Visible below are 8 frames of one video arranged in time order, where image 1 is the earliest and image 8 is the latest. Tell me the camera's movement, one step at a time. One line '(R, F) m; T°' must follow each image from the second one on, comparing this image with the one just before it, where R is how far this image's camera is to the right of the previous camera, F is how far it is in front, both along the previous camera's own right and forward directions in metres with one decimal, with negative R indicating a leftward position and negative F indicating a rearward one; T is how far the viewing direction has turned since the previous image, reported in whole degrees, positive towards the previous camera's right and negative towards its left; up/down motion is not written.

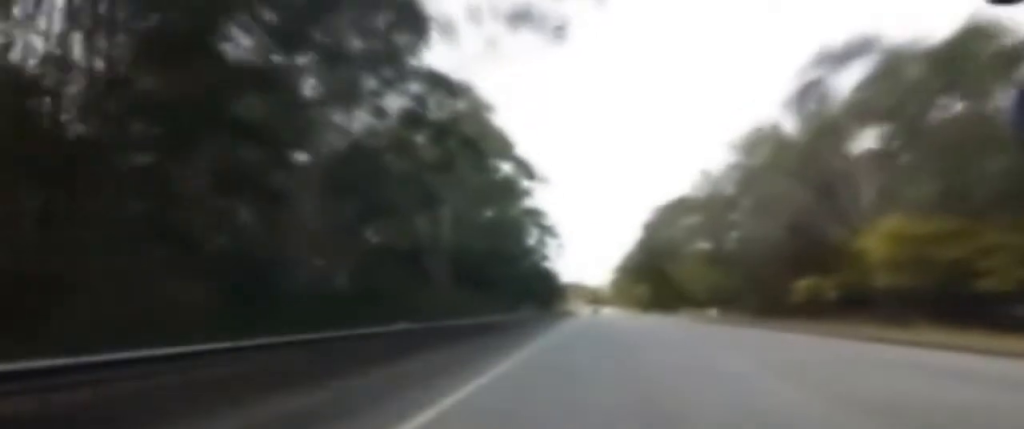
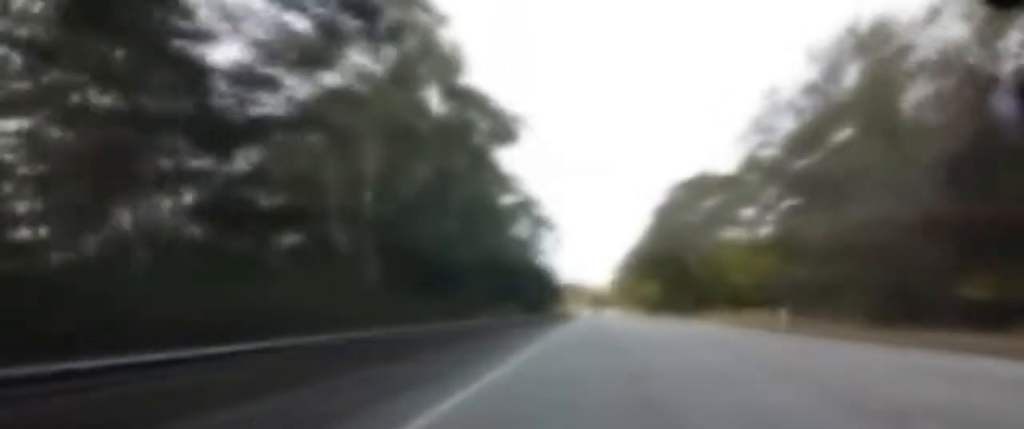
(+0.1, +22.9) m; 0°
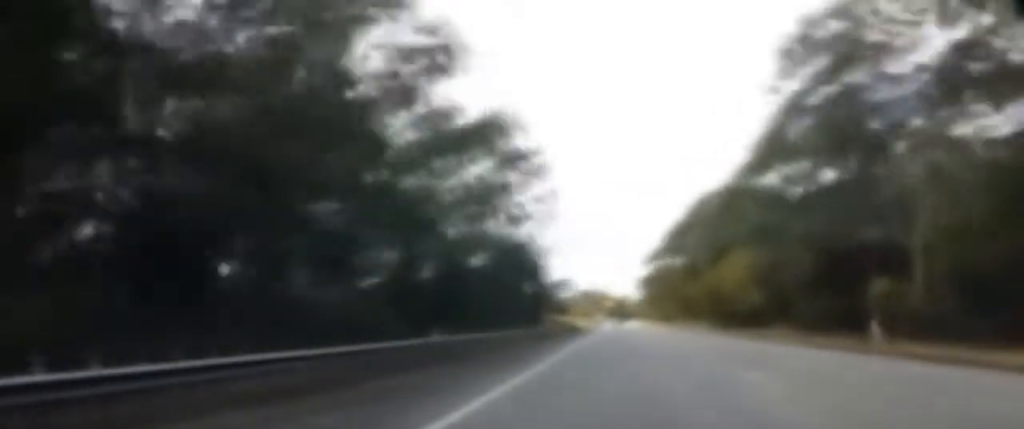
(+0.4, +72.6) m; 0°
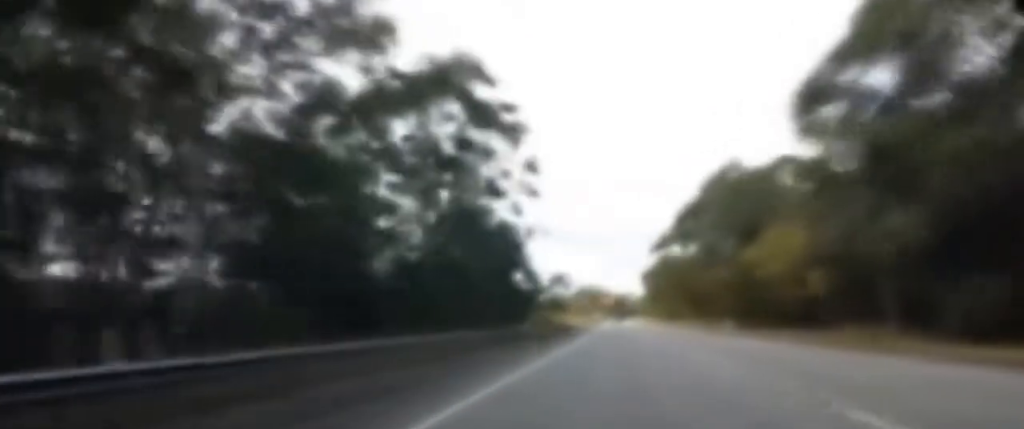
(-0.1, +18.5) m; -1°
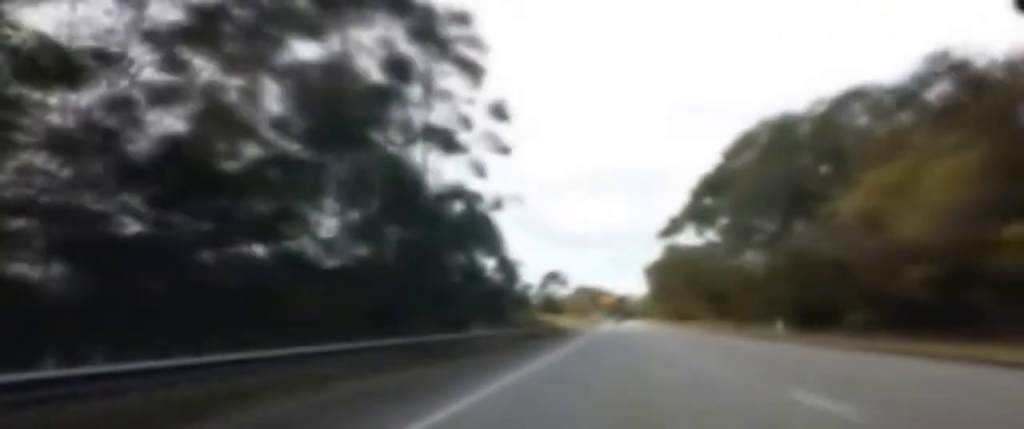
(-0.1, +21.2) m; 0°
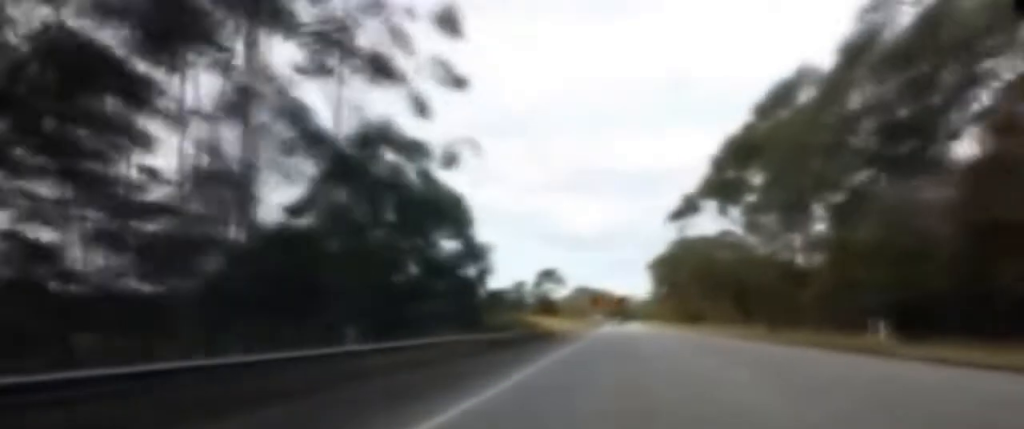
(0.0, +17.5) m; 0°
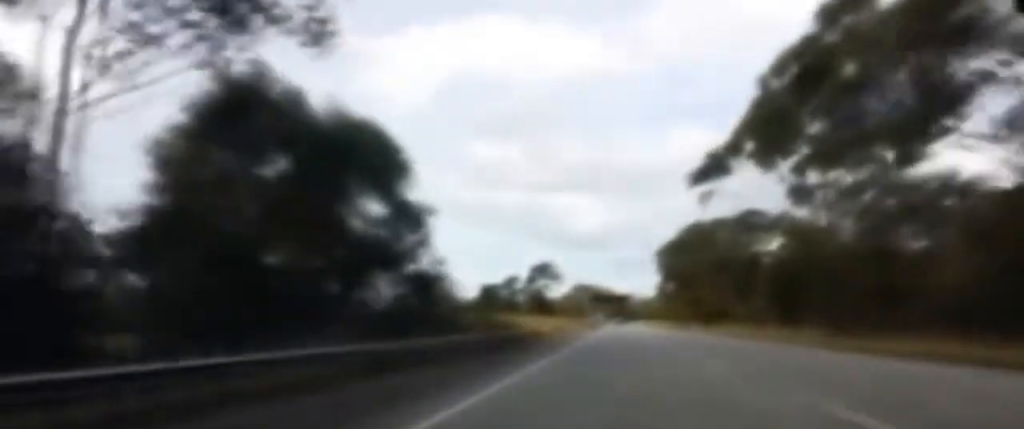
(-0.1, +19.4) m; +1°
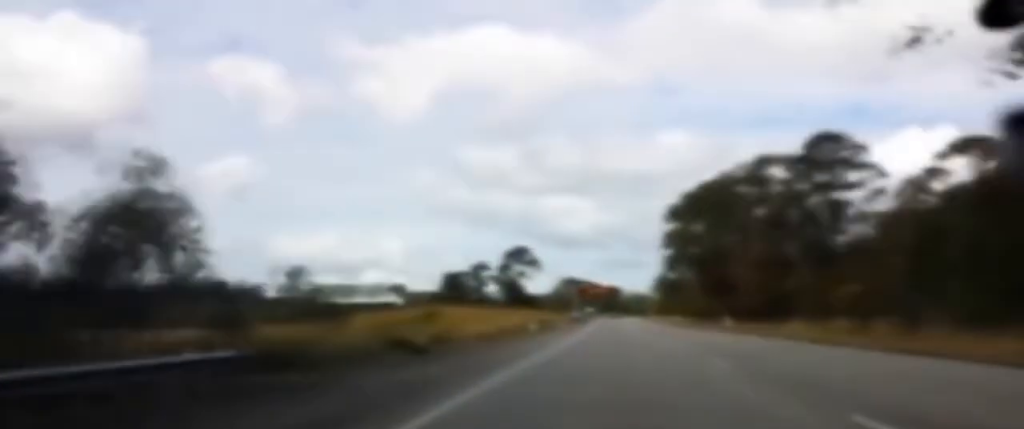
(+0.5, +38.9) m; 0°
